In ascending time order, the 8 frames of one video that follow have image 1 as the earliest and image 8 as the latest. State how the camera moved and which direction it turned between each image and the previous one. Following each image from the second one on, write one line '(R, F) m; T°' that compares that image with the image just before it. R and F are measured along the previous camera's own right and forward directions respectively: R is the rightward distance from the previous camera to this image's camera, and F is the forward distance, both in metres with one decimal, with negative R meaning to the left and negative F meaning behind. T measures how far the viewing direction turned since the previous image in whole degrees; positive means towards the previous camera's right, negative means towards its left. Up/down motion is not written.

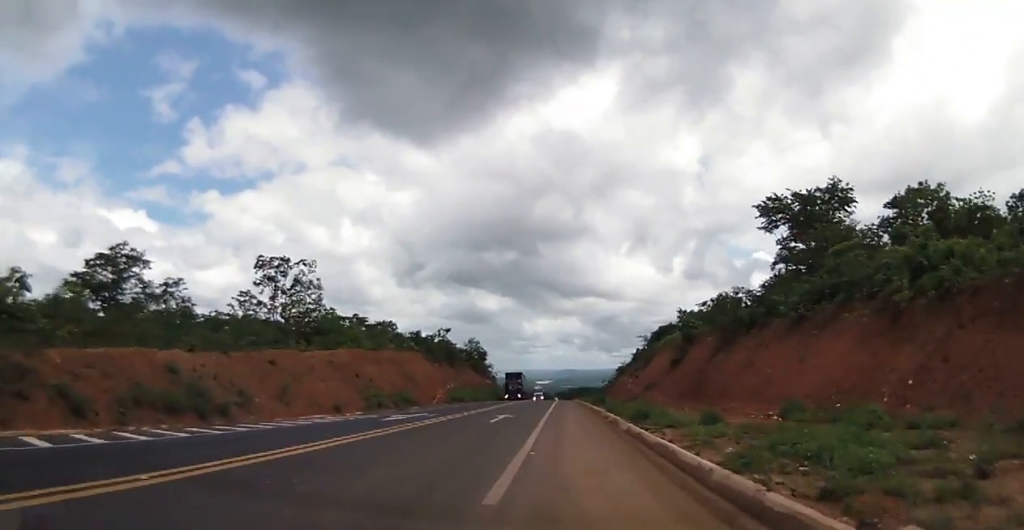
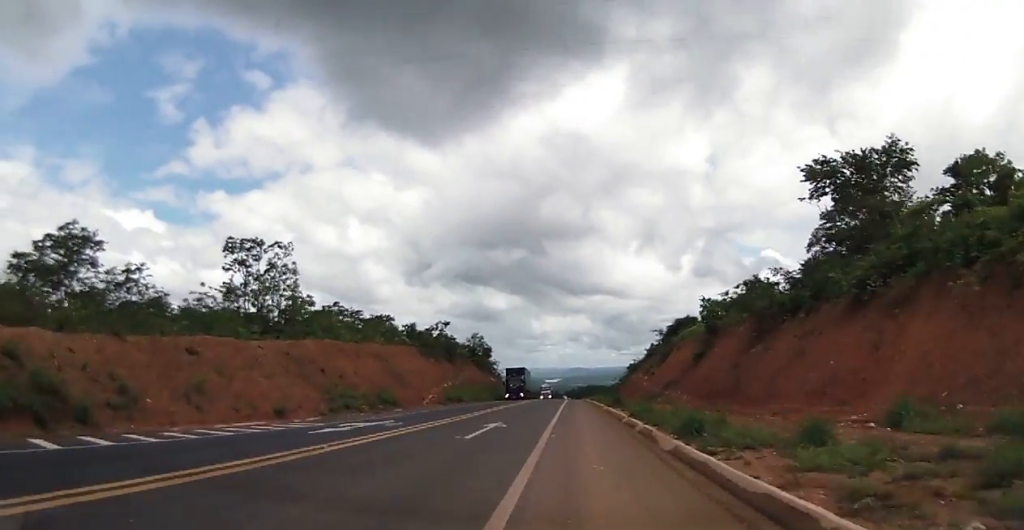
(0.0, +6.3) m; +1°
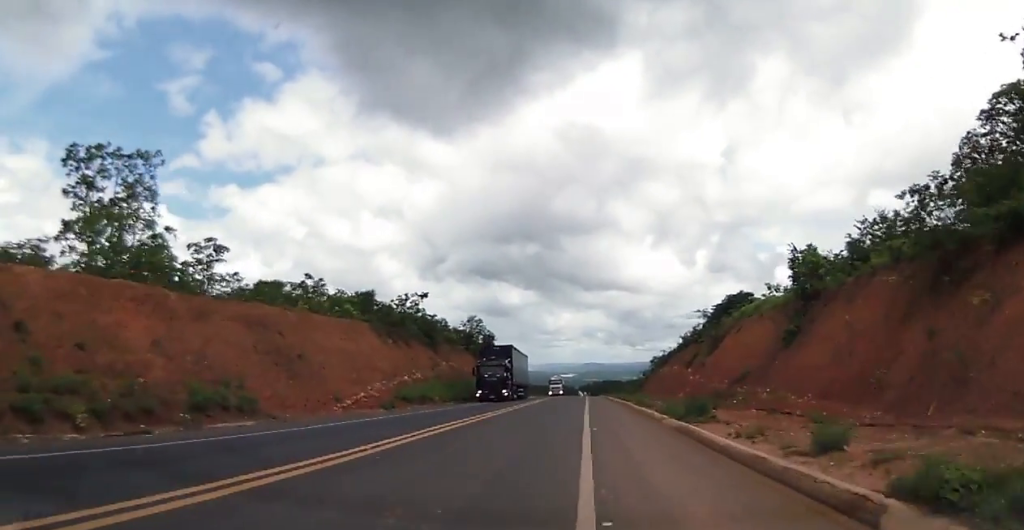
(+0.9, +20.5) m; +3°
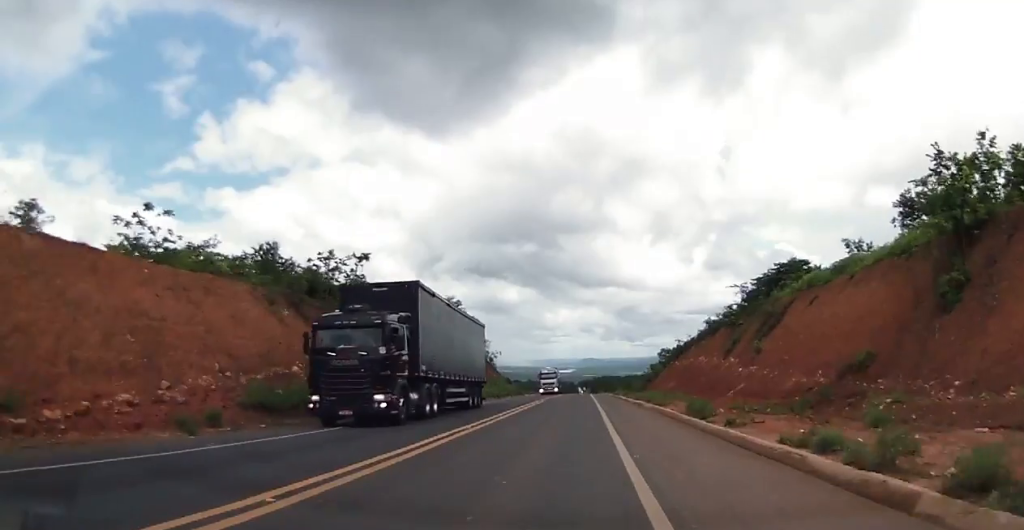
(-0.2, +17.7) m; -1°
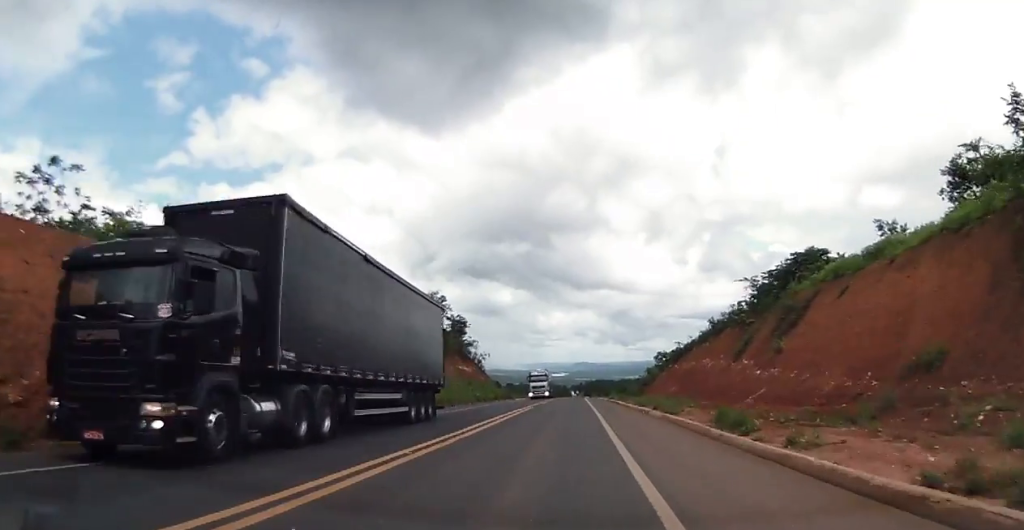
(0.0, +5.7) m; 0°
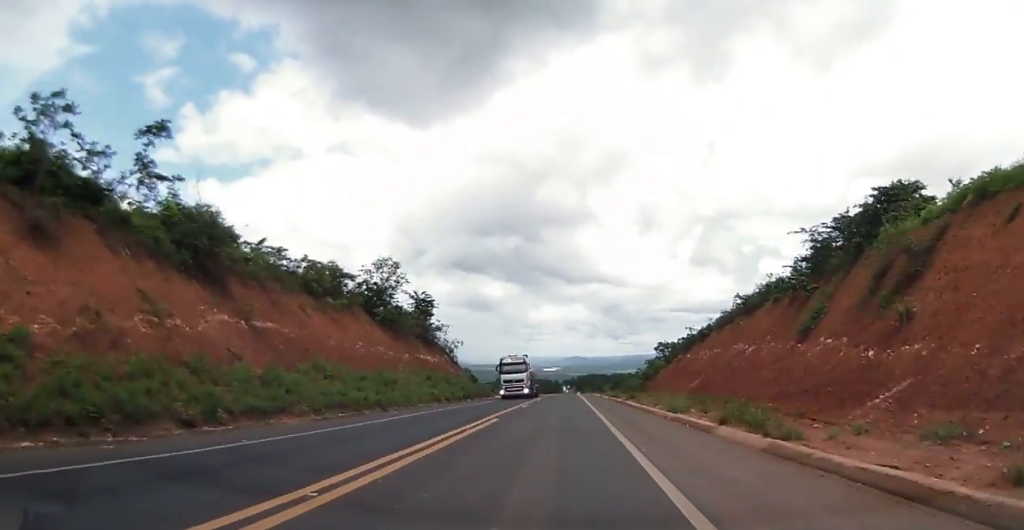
(+0.1, +15.8) m; 0°
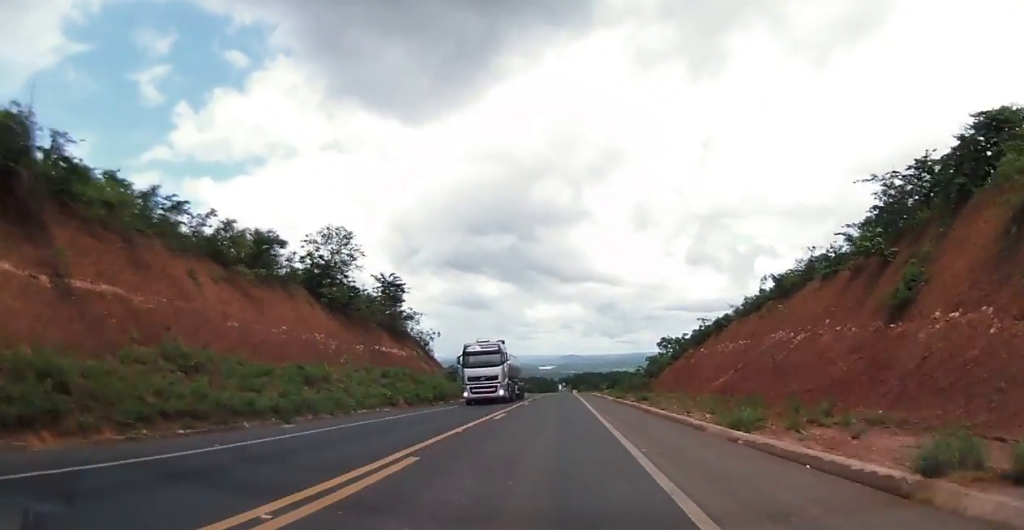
(0.0, +11.0) m; 0°
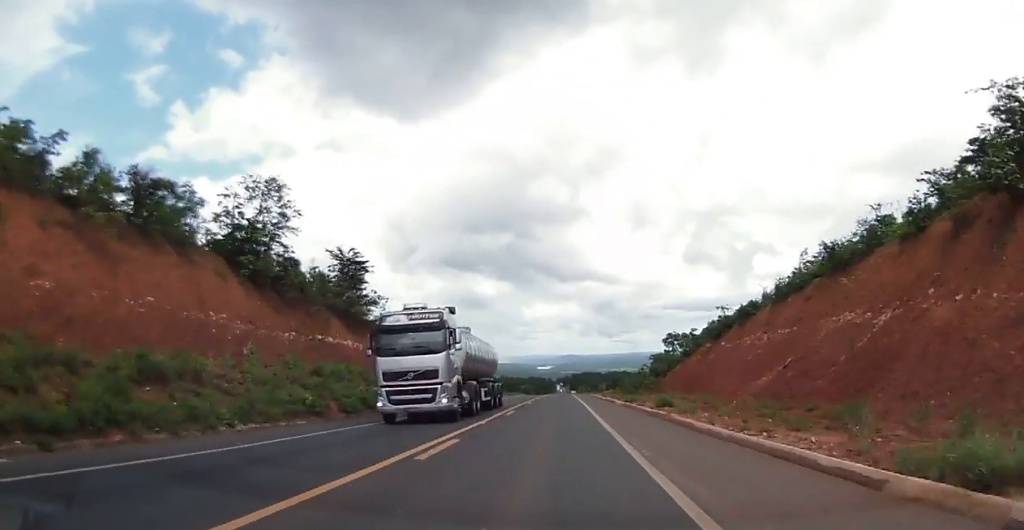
(-0.3, +10.8) m; +1°
